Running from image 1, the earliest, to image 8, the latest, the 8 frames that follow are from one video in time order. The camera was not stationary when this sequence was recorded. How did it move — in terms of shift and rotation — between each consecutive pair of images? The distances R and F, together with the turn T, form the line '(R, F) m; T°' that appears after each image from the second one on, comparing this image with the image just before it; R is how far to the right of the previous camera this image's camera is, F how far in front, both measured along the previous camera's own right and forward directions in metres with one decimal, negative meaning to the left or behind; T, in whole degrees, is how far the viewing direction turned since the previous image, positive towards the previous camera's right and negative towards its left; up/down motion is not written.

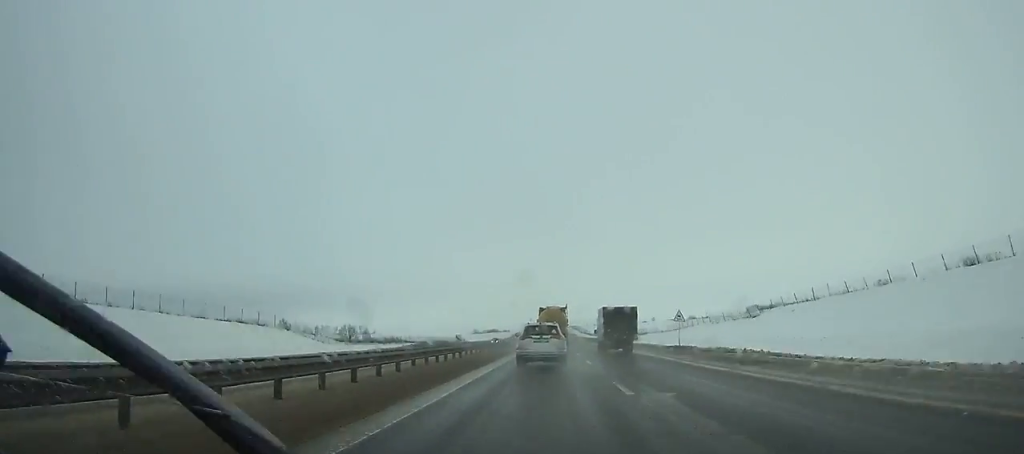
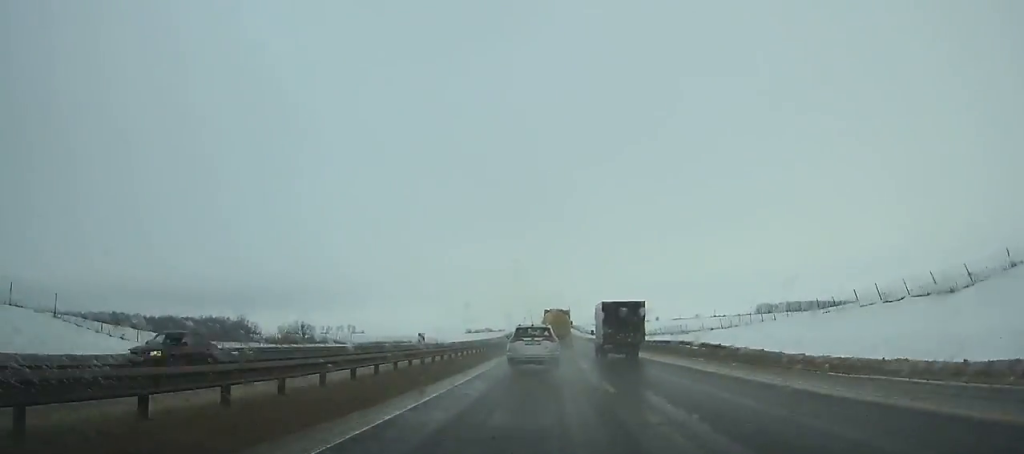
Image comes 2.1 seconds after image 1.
(+0.2, +49.0) m; 0°
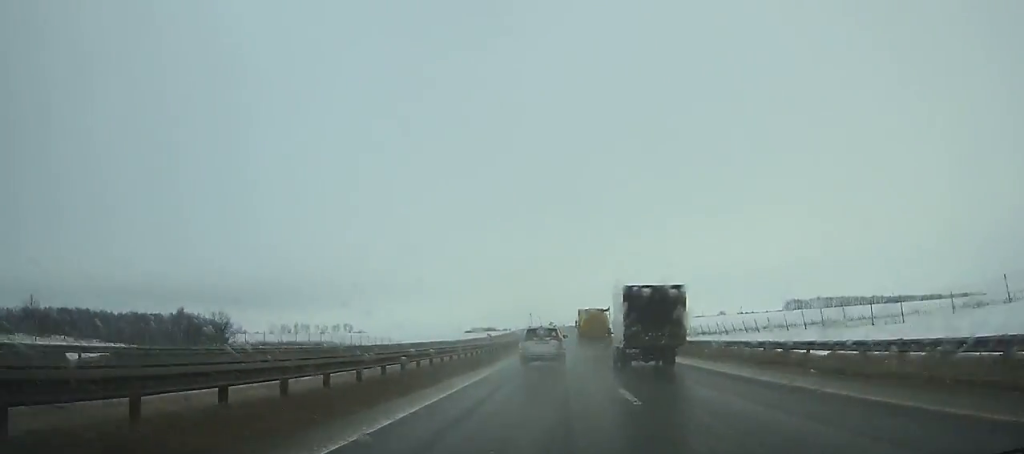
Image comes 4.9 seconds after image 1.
(-0.3, +65.9) m; 0°
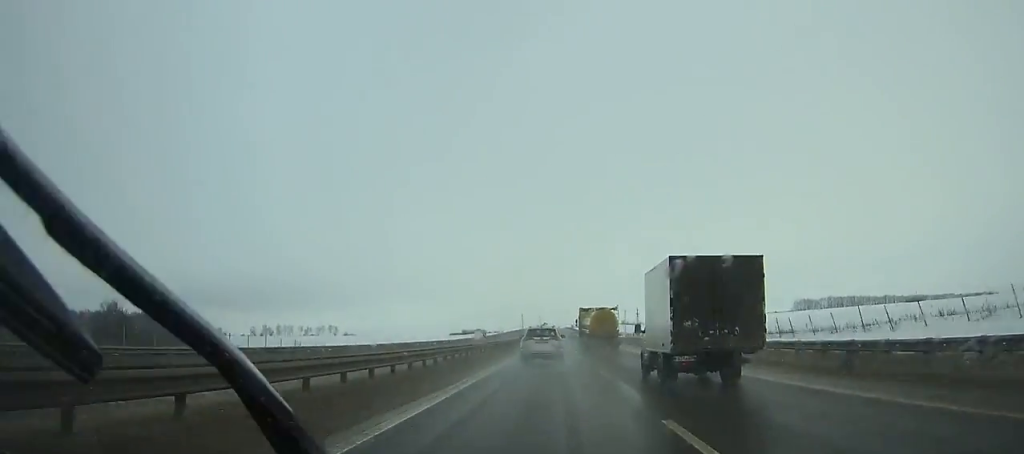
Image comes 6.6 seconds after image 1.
(0.0, +41.1) m; 0°
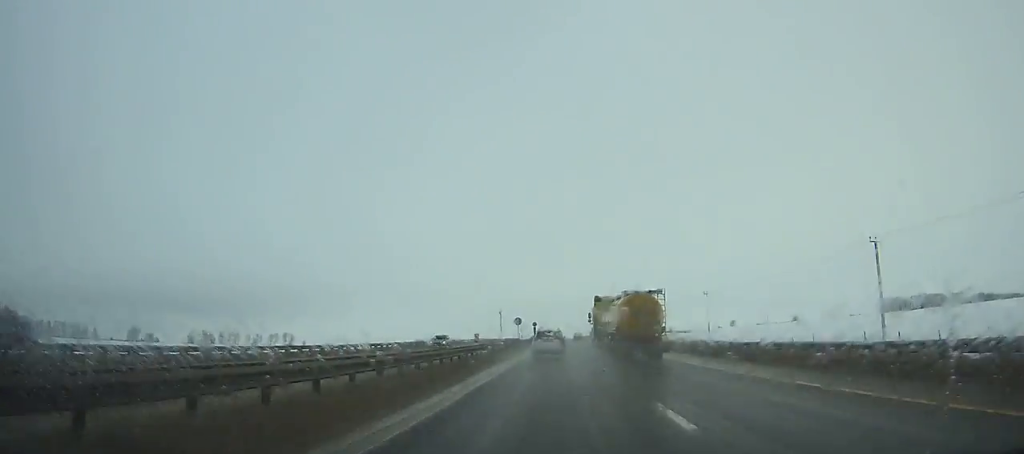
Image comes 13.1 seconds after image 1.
(+0.3, +165.5) m; 0°
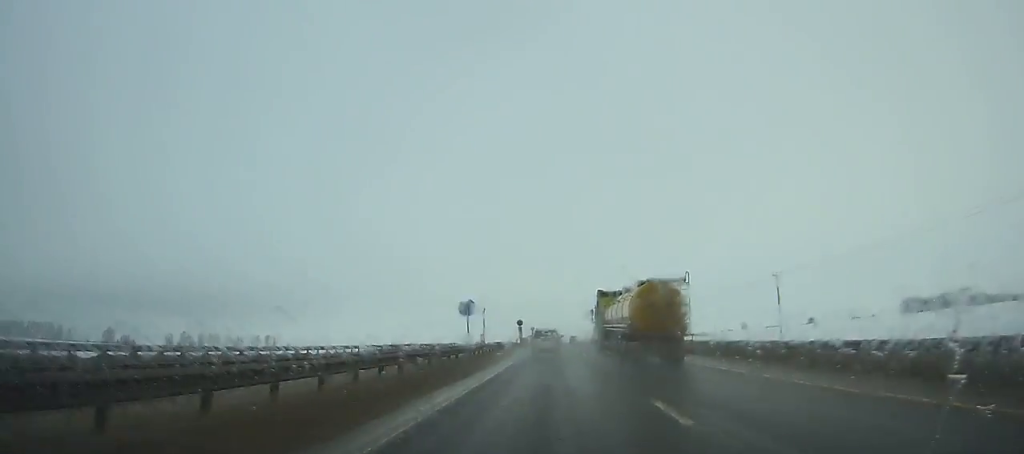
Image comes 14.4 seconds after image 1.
(0.0, +34.6) m; 0°
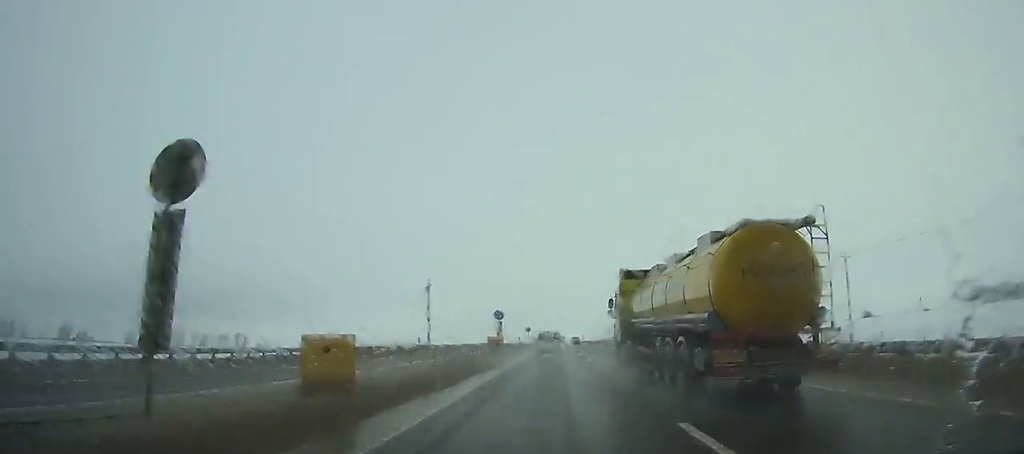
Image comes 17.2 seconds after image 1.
(+0.2, +75.2) m; 0°
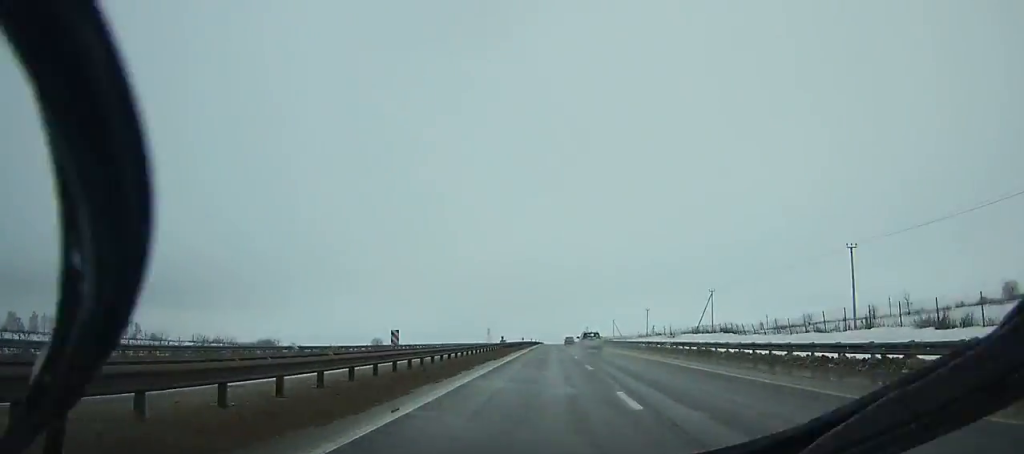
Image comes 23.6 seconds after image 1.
(+0.5, +175.5) m; 0°
